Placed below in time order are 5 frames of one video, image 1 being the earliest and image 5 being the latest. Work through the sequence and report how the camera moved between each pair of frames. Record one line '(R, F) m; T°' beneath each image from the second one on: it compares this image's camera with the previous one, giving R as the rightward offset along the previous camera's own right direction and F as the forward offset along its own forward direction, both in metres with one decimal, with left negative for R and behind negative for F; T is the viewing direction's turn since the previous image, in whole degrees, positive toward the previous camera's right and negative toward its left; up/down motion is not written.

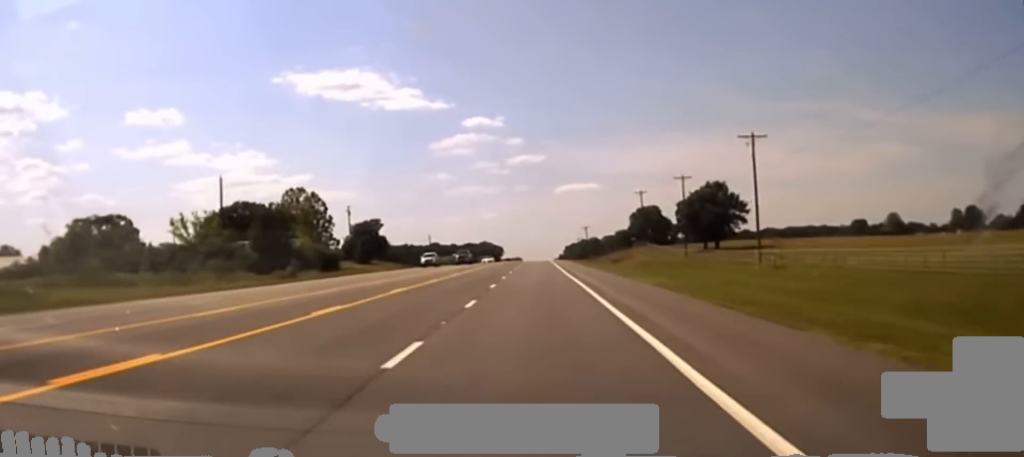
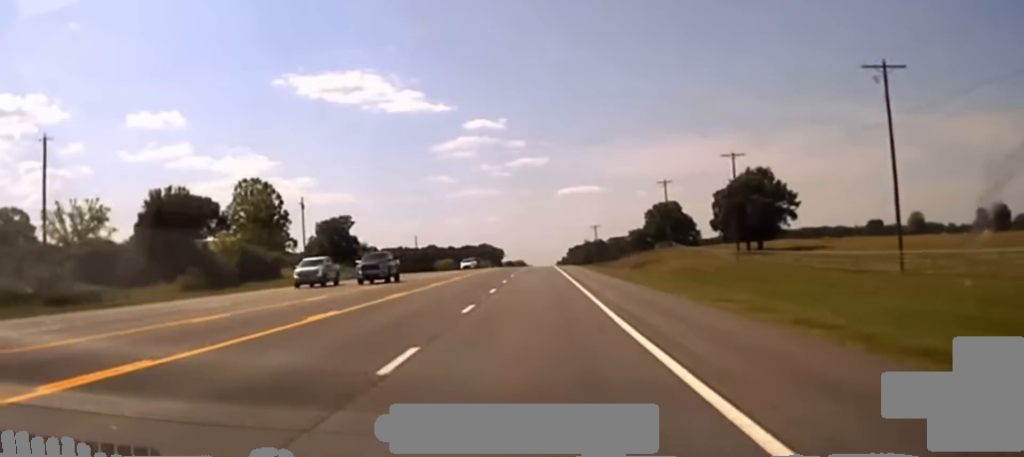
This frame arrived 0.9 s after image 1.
(0.0, +42.7) m; 0°
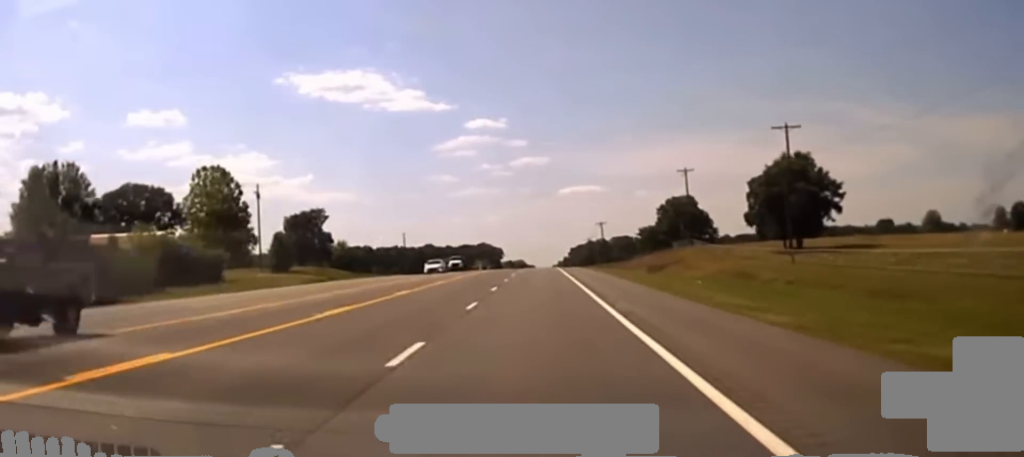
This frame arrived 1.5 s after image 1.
(0.0, +25.3) m; 0°
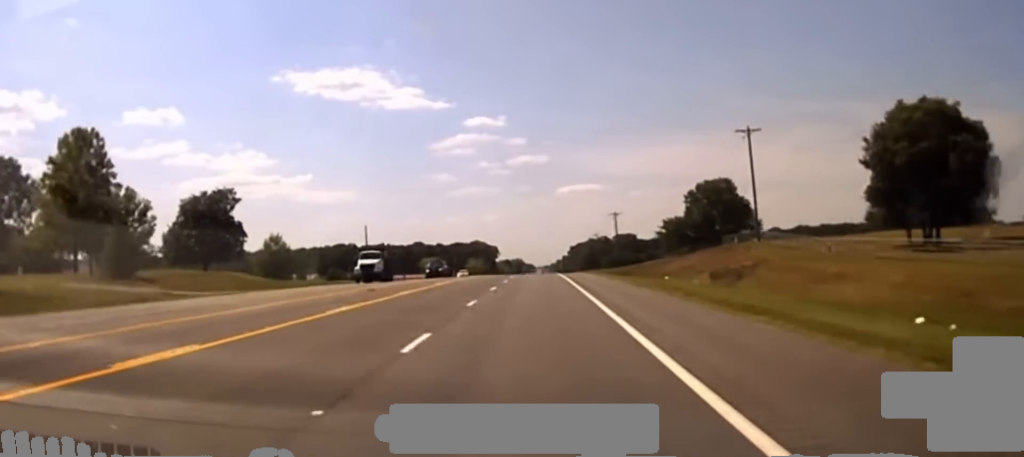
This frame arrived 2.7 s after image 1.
(0.0, +48.2) m; 0°
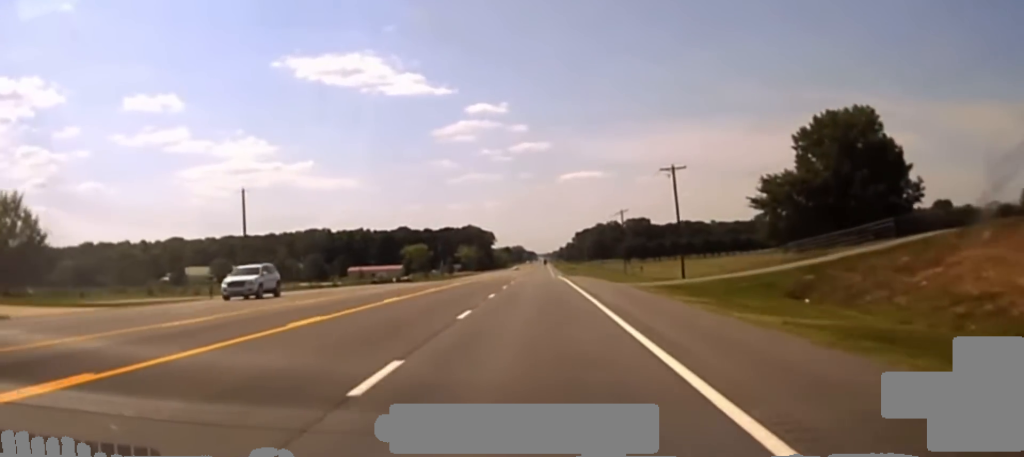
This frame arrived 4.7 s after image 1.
(+0.1, +70.1) m; 0°
